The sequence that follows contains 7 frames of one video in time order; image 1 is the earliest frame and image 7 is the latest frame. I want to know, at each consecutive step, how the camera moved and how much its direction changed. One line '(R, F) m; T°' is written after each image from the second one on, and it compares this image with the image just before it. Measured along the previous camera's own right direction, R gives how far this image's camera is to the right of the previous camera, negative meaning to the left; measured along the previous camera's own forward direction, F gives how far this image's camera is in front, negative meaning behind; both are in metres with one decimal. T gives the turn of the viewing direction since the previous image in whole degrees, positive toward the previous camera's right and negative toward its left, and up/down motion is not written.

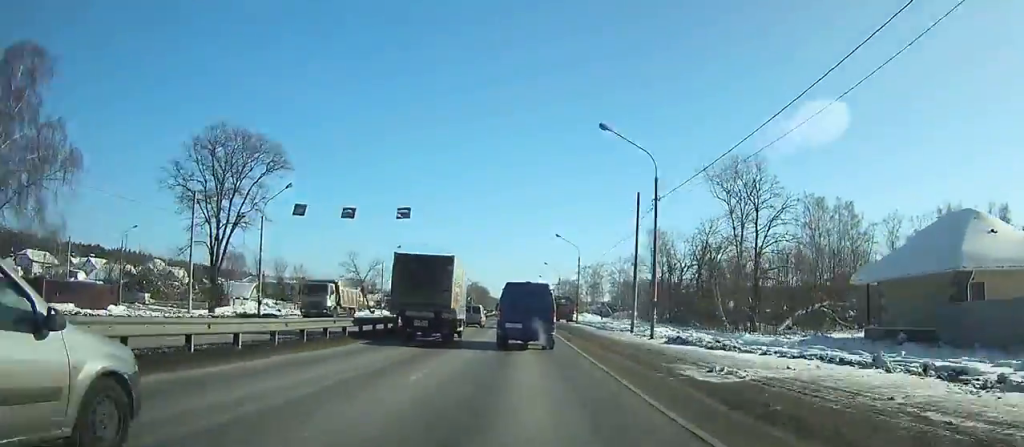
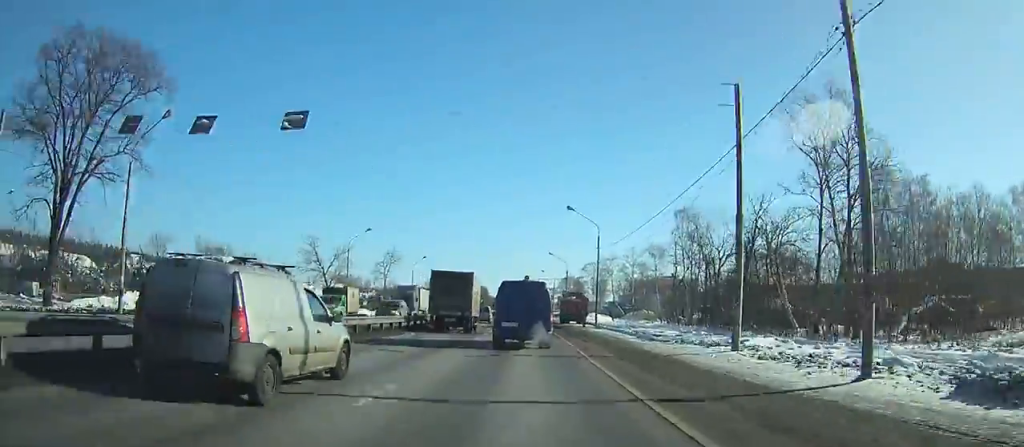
(0.0, +17.8) m; 0°
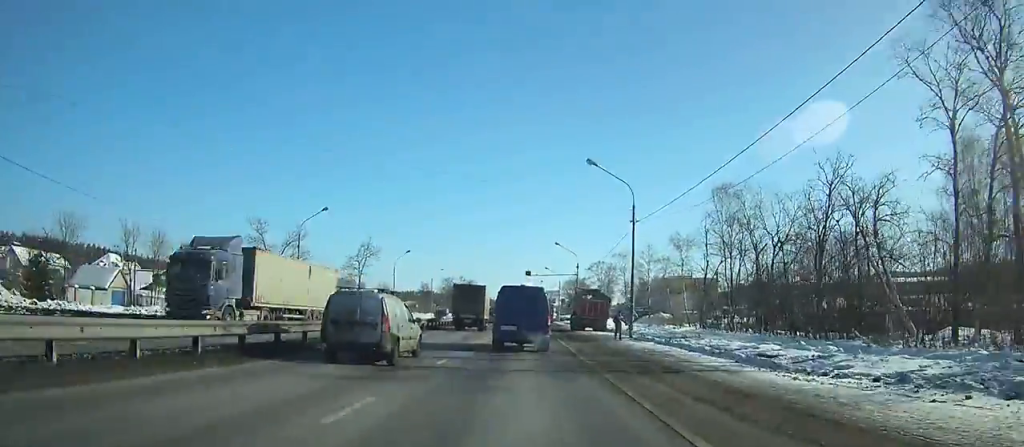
(0.0, +17.2) m; 0°
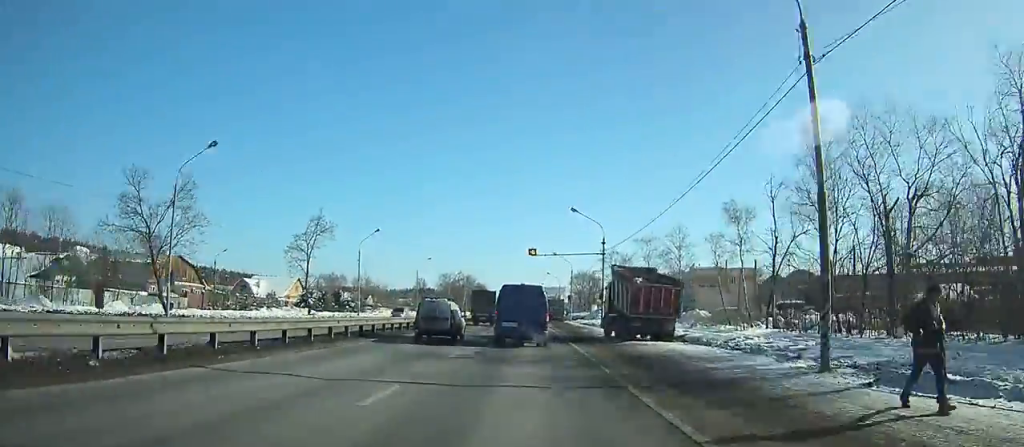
(+0.1, +23.4) m; -1°
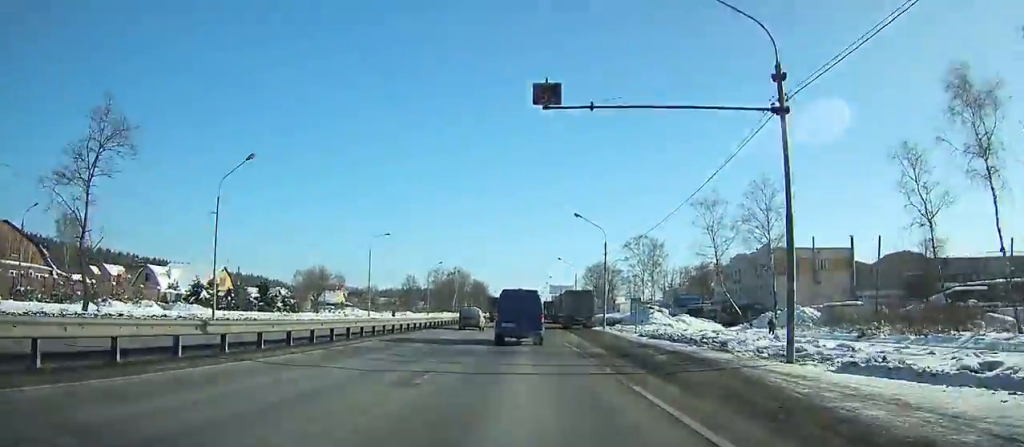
(-0.5, +37.4) m; -1°
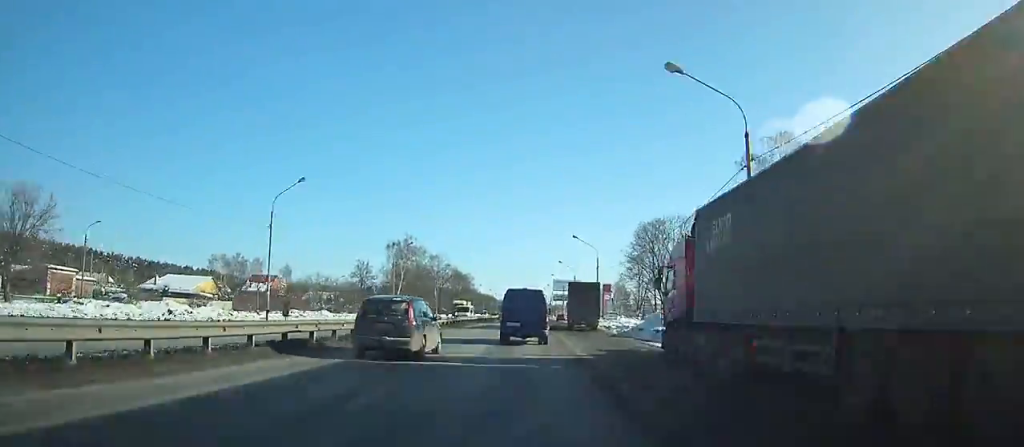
(0.0, +74.6) m; 0°
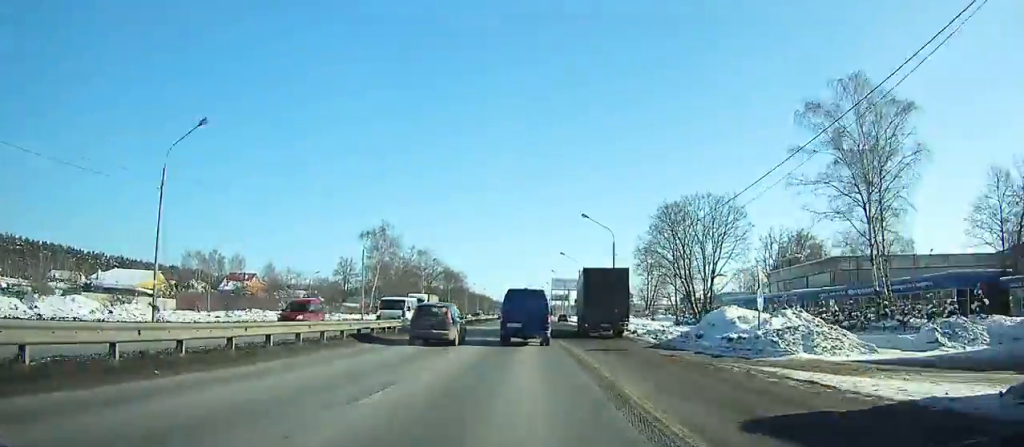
(+0.1, +15.0) m; 0°
